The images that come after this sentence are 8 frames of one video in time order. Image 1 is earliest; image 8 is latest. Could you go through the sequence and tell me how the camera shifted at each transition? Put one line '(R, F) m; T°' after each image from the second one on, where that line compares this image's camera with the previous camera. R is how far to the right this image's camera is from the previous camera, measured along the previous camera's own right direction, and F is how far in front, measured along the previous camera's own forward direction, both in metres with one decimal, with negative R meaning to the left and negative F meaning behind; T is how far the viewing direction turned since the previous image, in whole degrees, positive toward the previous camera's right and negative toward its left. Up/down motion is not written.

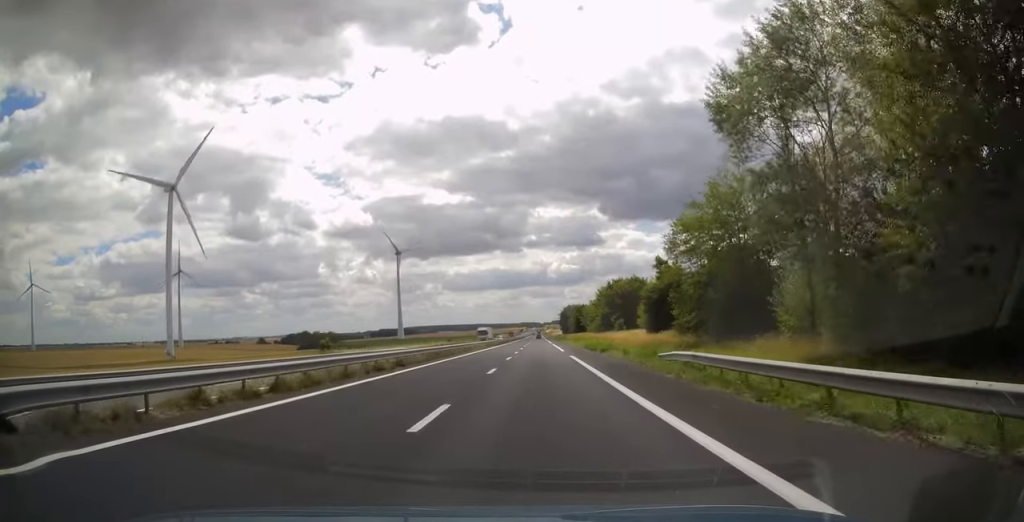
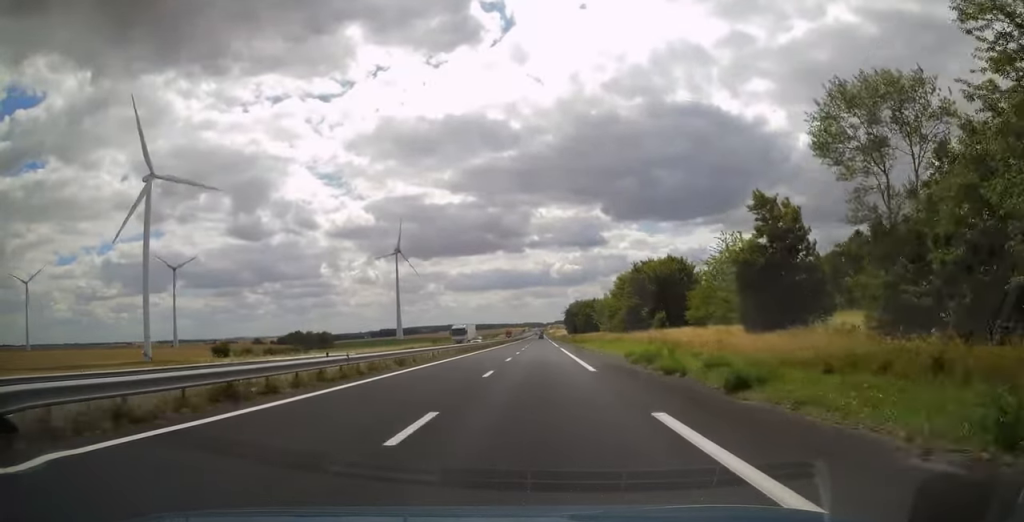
(-0.1, +26.5) m; -1°
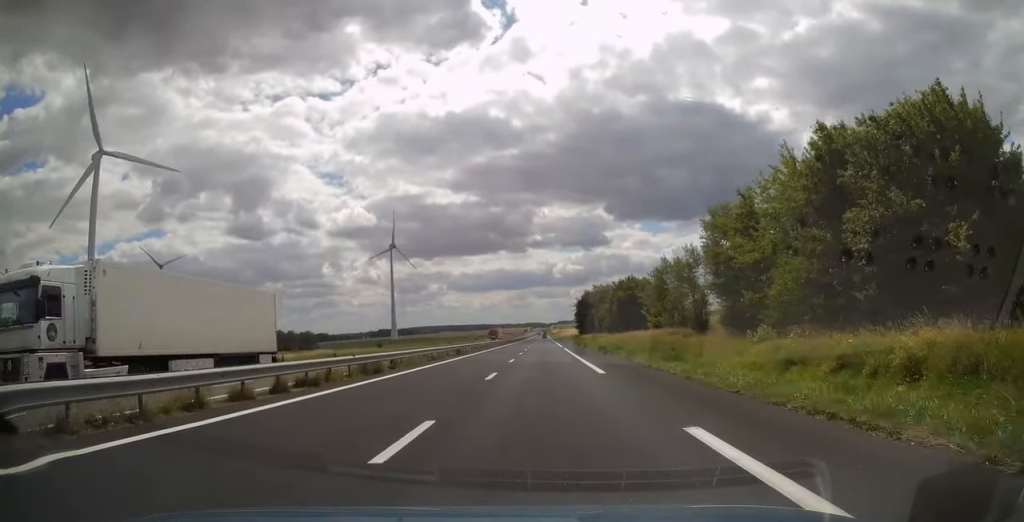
(-0.3, +51.6) m; 0°
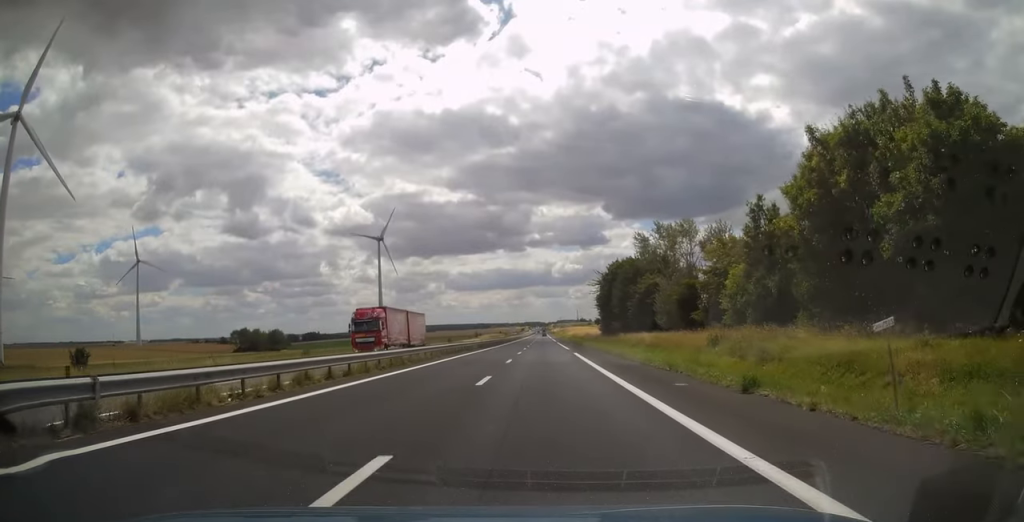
(+0.3, +65.7) m; 0°
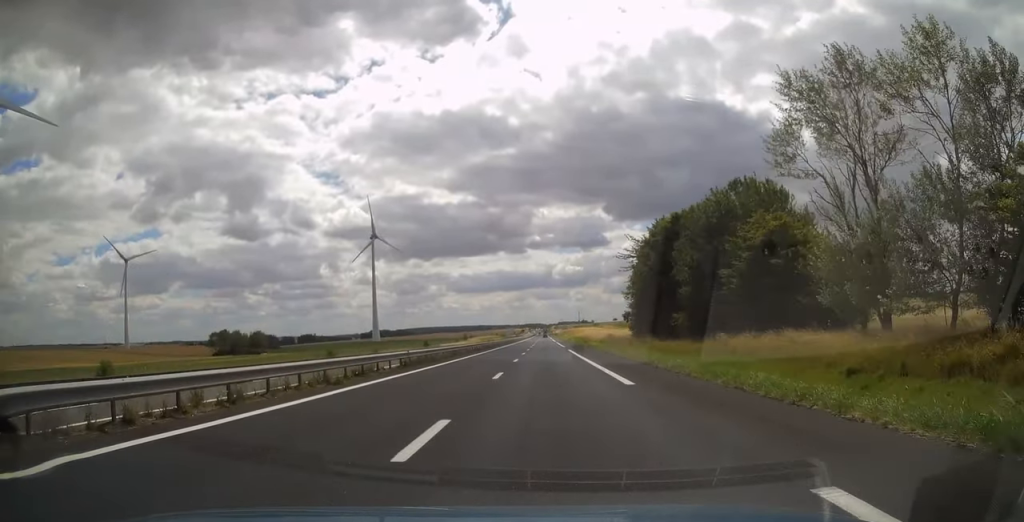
(0.0, +34.8) m; 0°
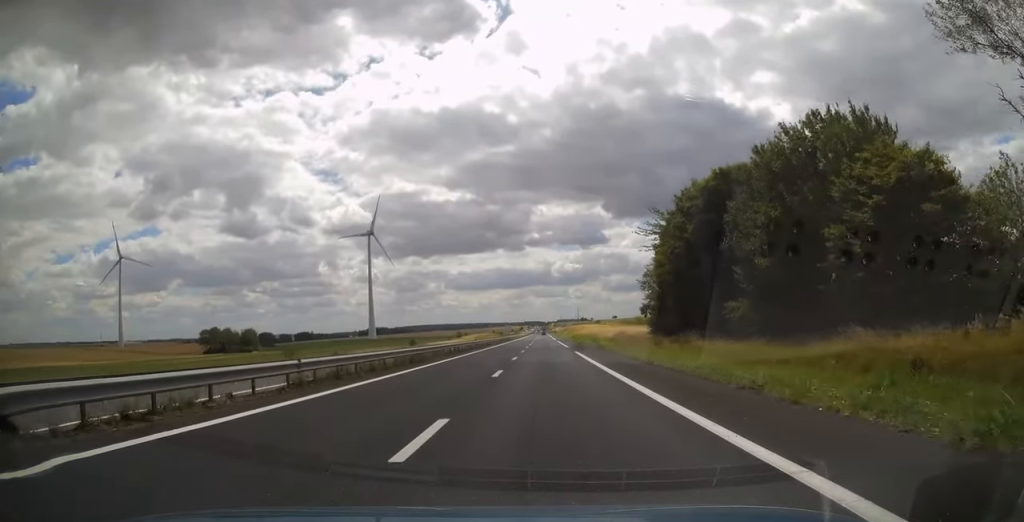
(0.0, +12.7) m; 0°
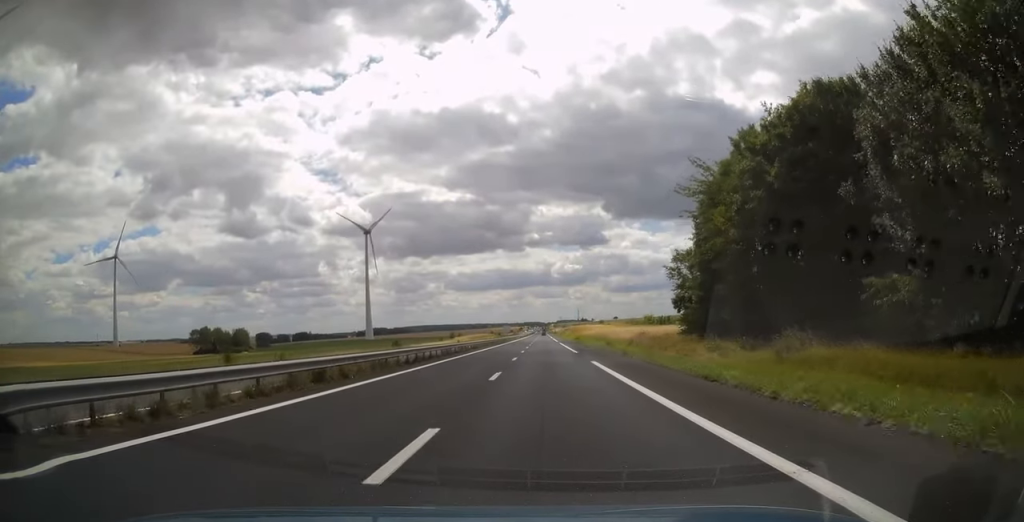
(0.0, +13.7) m; 0°
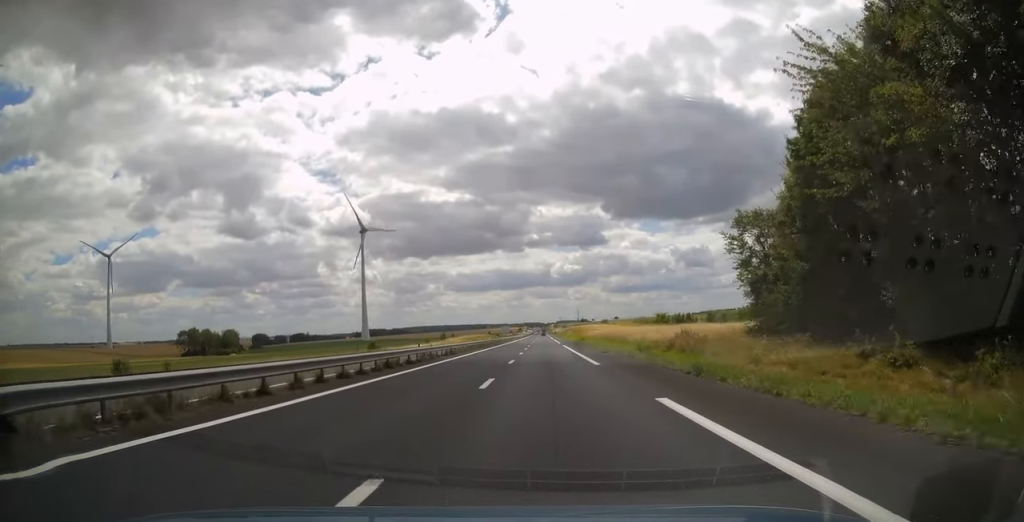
(0.0, +15.7) m; 0°
